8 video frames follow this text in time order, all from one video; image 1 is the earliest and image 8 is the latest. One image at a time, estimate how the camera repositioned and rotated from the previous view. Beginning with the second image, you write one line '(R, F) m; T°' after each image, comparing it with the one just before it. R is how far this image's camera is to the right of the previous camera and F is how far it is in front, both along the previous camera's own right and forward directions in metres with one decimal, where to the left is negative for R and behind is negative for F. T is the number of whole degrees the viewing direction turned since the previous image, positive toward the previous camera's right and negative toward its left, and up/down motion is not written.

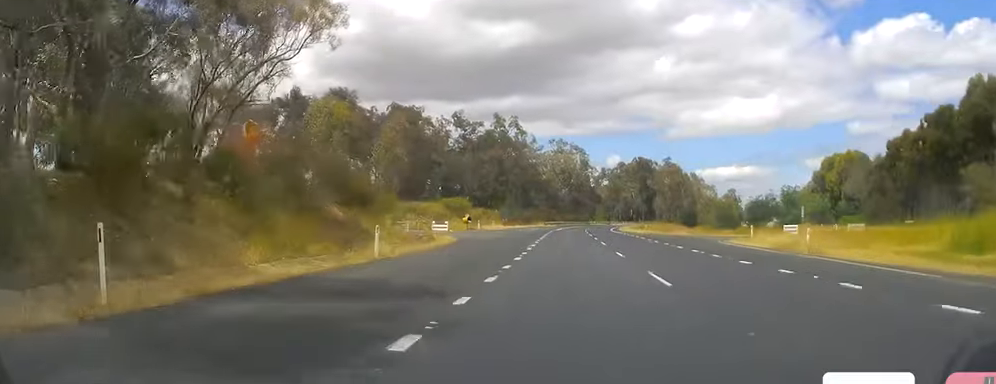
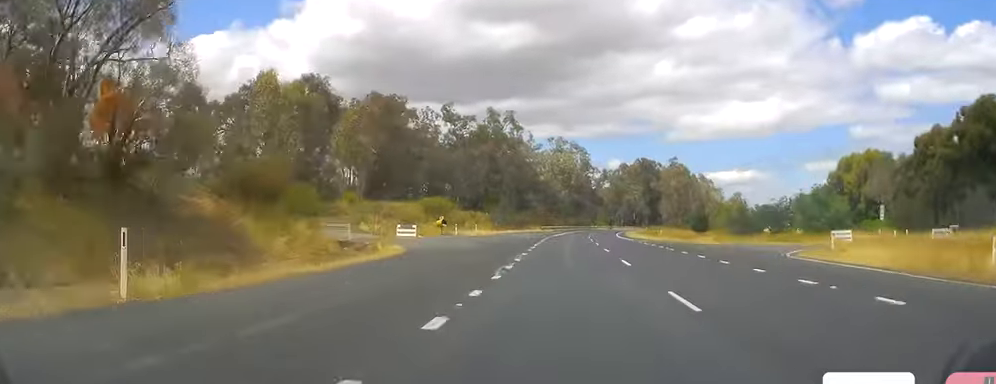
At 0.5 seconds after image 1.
(-0.1, +15.4) m; 0°
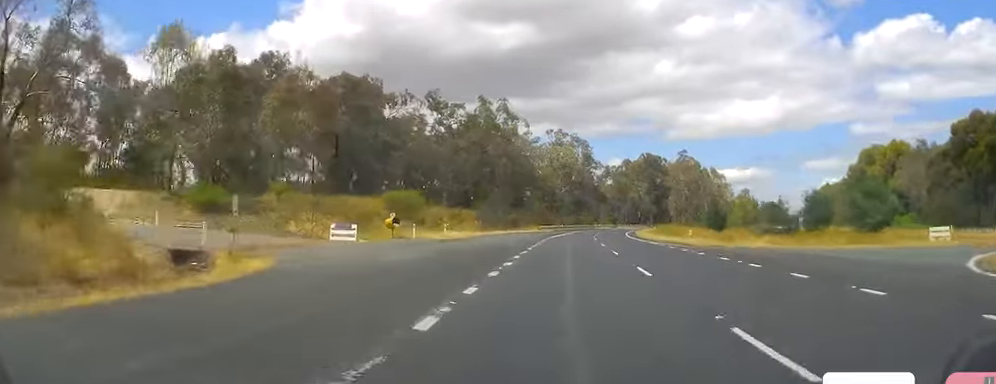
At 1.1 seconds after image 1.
(0.0, +17.2) m; 0°
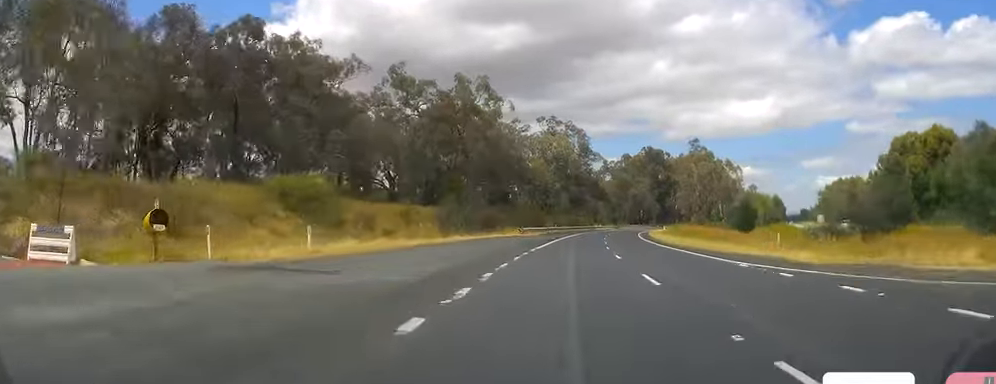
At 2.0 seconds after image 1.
(+0.1, +25.8) m; +1°
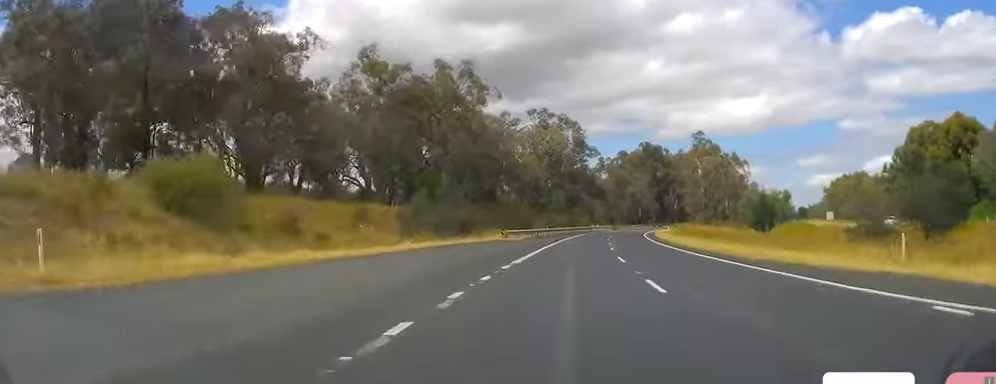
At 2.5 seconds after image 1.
(+0.1, +13.3) m; 0°
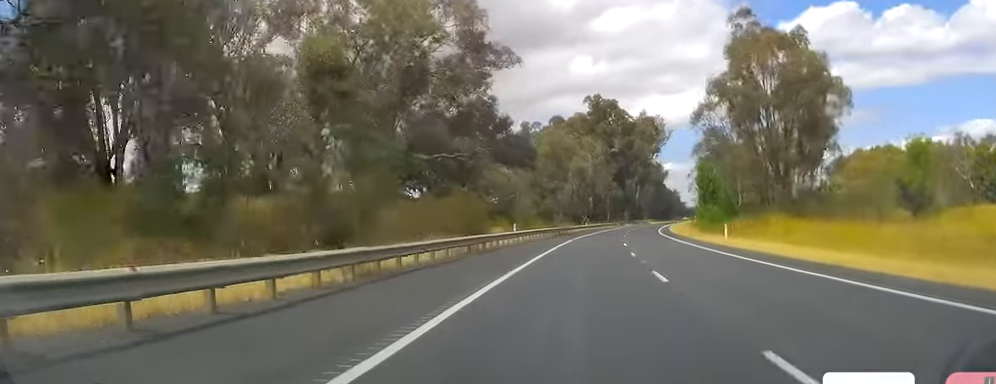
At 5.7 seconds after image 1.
(+1.5, +92.1) m; +3°
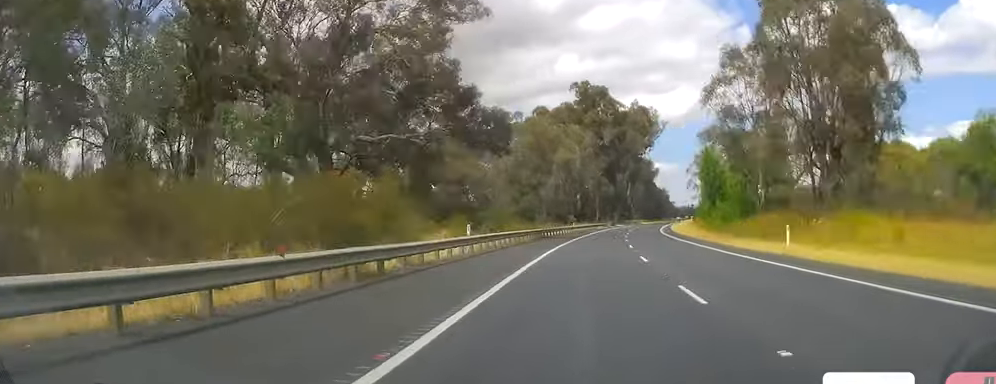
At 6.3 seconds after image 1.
(+0.1, +16.1) m; +1°
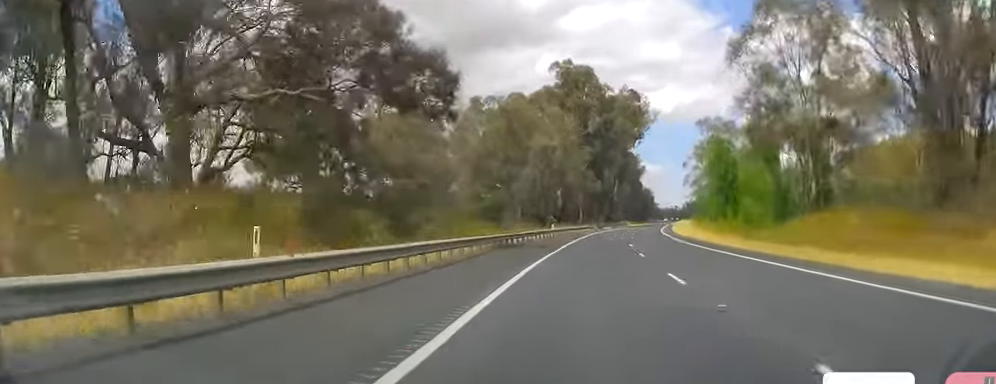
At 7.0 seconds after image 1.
(0.0, +20.0) m; +2°
